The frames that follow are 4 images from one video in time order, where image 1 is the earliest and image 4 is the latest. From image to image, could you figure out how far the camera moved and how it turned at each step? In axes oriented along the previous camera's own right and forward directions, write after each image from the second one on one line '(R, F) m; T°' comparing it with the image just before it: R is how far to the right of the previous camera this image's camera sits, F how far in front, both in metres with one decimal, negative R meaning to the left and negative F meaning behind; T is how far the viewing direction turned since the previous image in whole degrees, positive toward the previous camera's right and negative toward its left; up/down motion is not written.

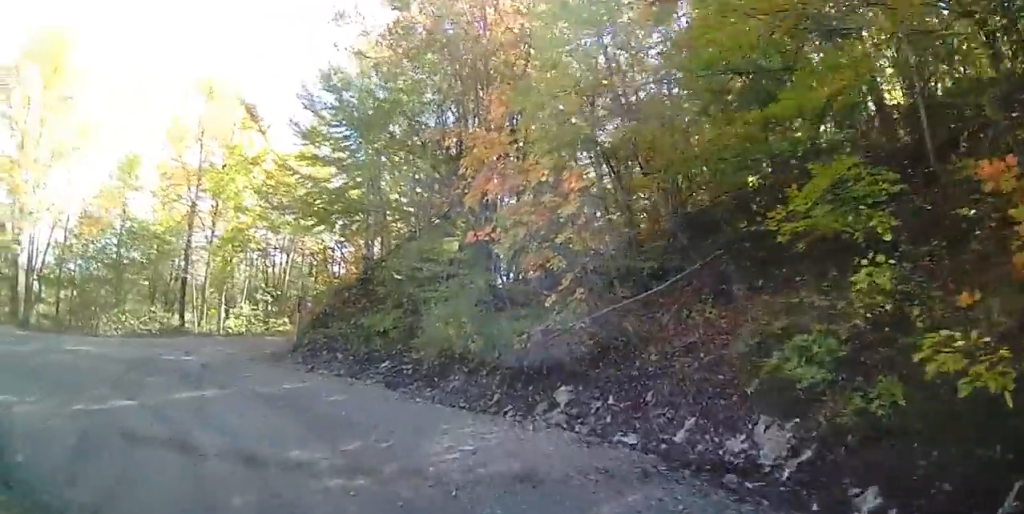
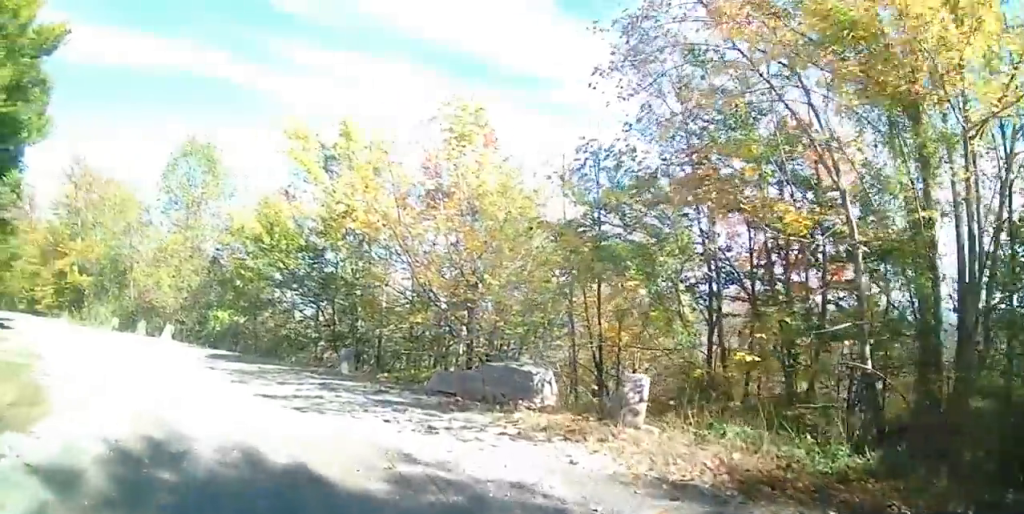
(-10.3, +10.5) m; -83°
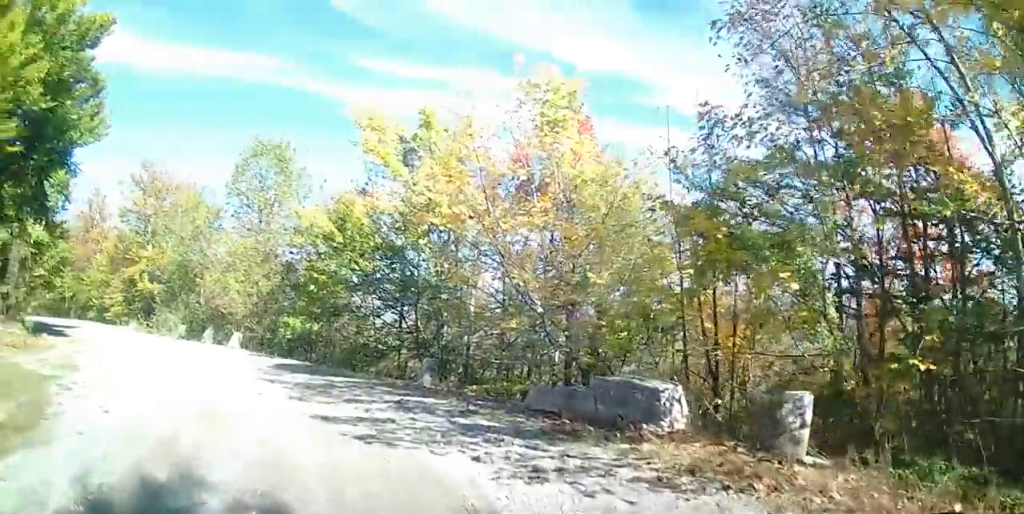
(0.0, +1.7) m; -7°
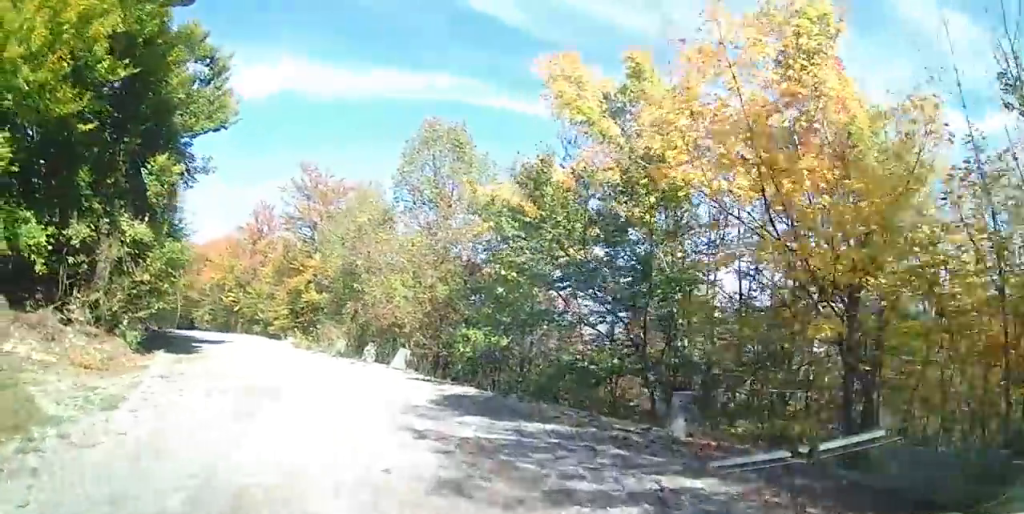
(-0.6, +4.1) m; -19°
